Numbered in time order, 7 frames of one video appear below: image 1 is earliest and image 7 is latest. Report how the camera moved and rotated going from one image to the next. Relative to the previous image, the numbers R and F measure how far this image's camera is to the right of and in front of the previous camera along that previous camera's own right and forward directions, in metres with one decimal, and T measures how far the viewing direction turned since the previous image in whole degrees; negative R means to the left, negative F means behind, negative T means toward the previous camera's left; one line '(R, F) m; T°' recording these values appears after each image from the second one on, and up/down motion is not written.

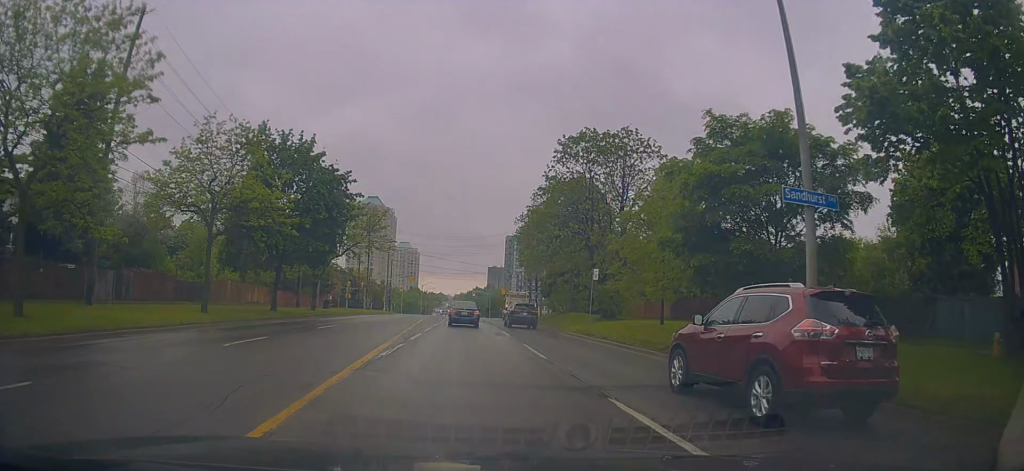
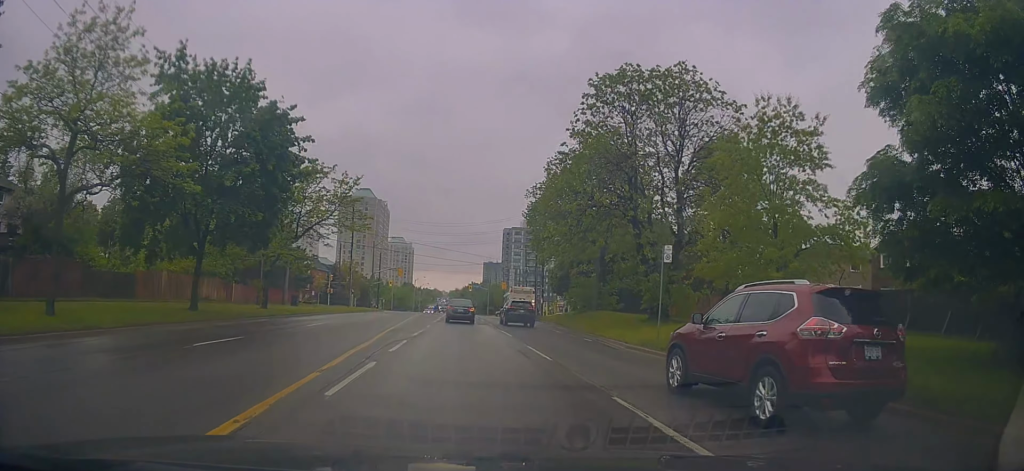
(0.0, +11.4) m; +1°
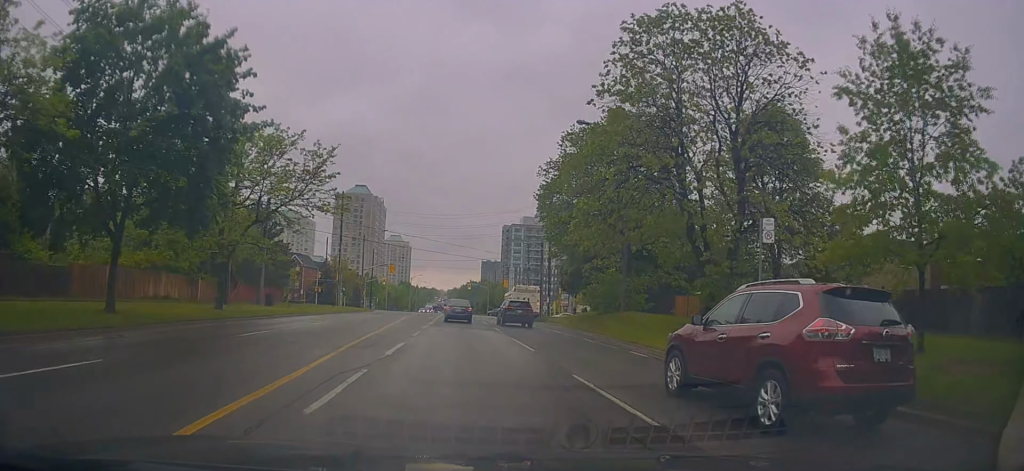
(+0.1, +7.2) m; +1°
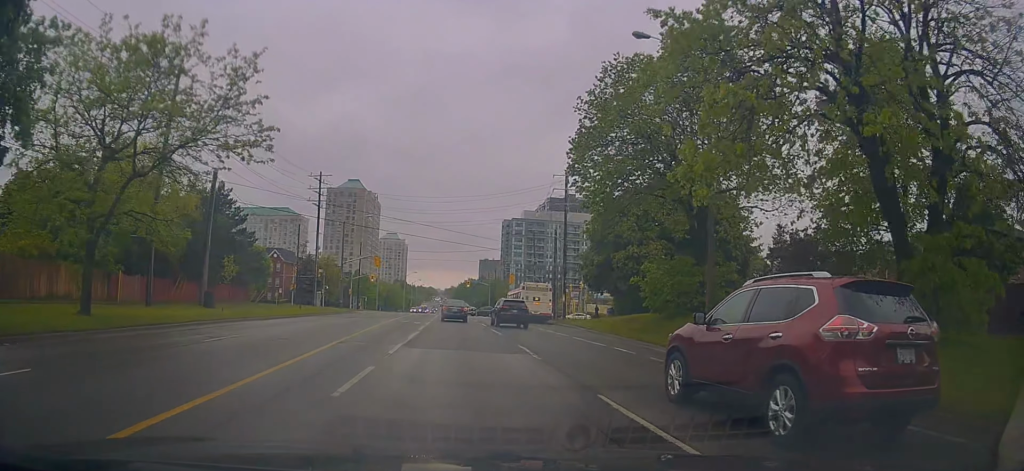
(+0.2, +11.4) m; 0°
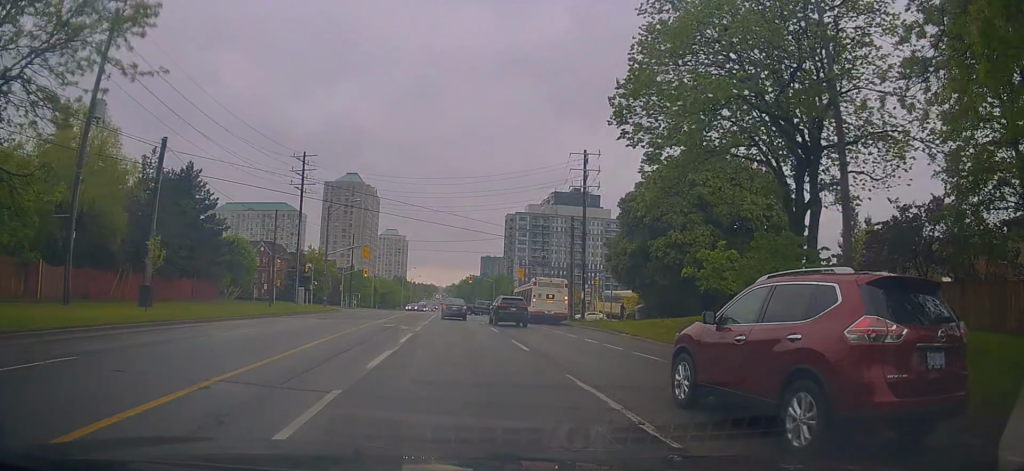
(0.0, +8.6) m; 0°
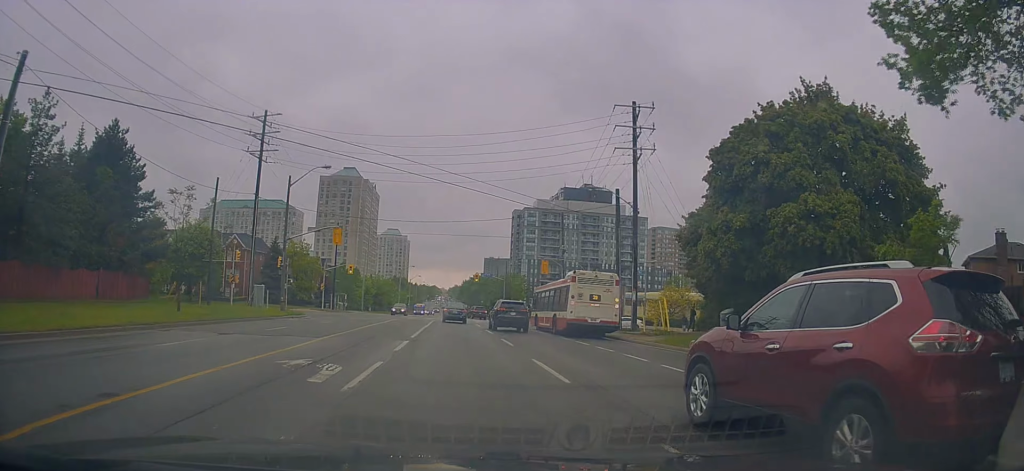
(-0.1, +14.3) m; -1°
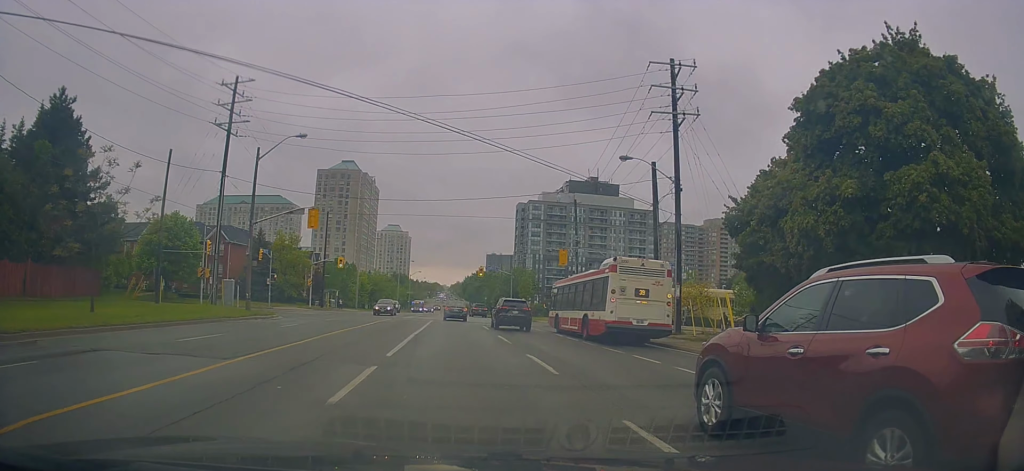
(0.0, +7.1) m; 0°
